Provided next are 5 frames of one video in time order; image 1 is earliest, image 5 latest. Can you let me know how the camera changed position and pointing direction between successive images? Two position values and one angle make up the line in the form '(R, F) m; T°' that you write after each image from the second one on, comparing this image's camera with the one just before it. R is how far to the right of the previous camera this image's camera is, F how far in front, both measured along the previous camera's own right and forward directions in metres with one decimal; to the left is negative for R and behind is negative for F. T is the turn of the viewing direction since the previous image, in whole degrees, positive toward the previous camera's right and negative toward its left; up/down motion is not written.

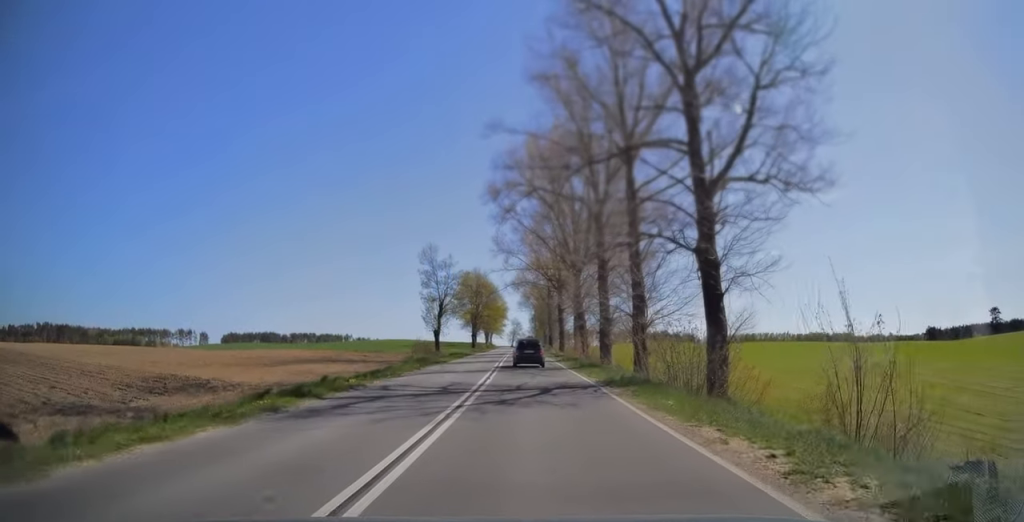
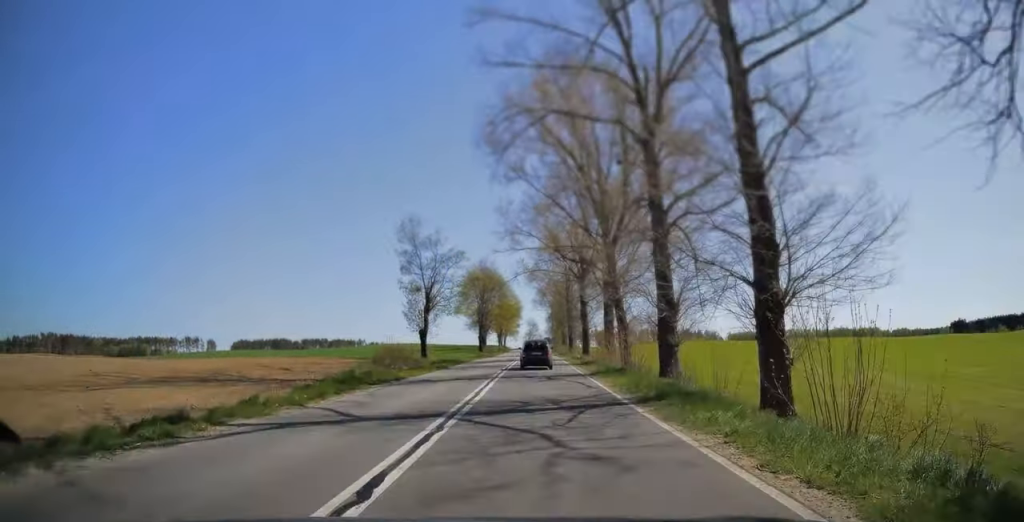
(-0.2, +16.9) m; -1°
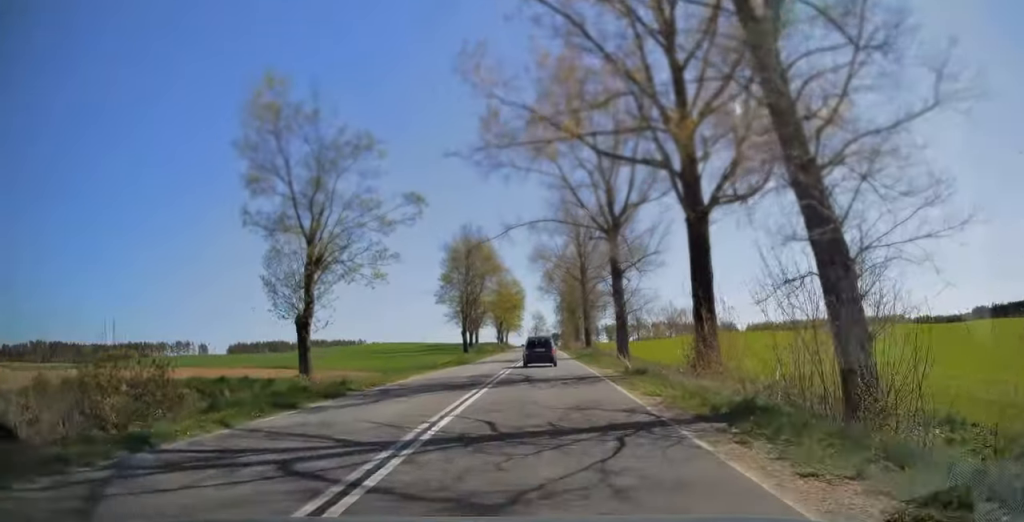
(-0.3, +28.3) m; -1°
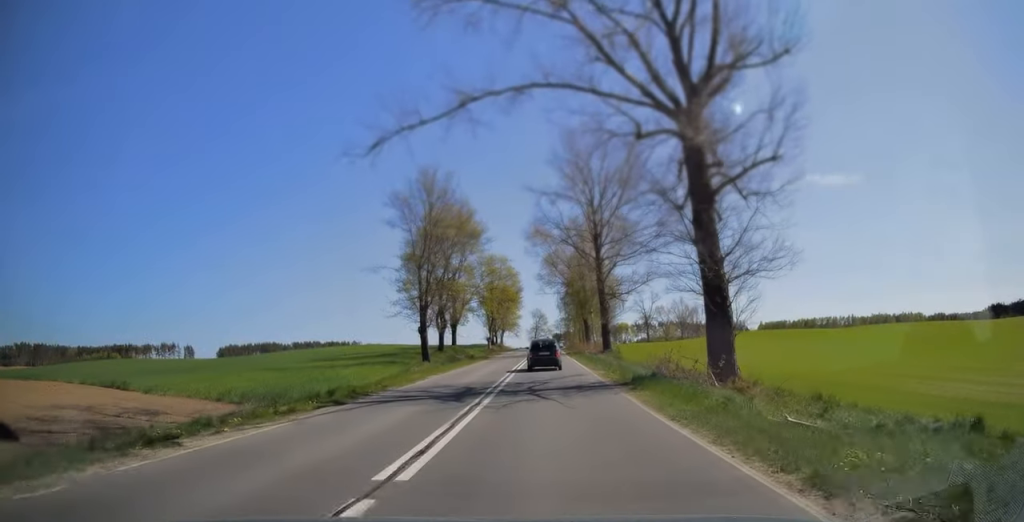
(-0.1, +24.9) m; 0°
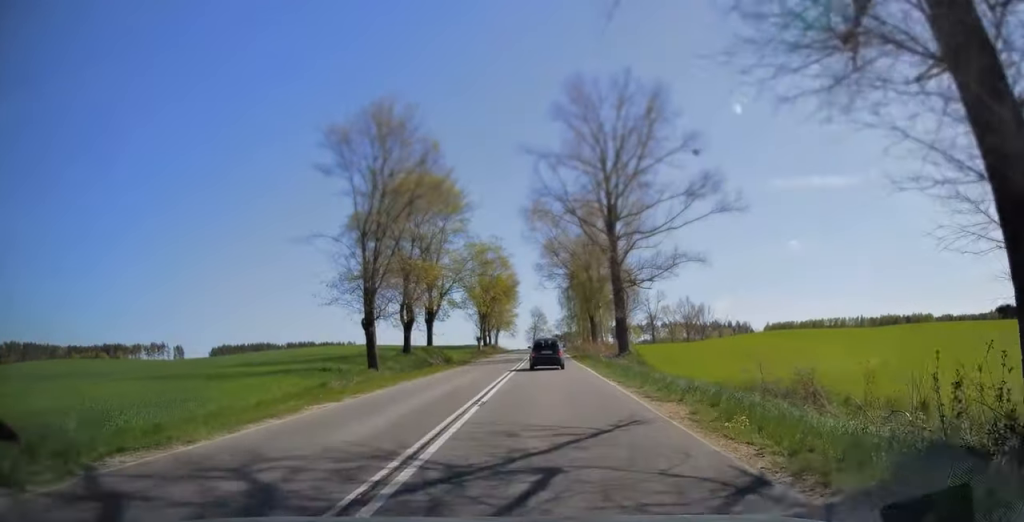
(0.0, +14.6) m; 0°
